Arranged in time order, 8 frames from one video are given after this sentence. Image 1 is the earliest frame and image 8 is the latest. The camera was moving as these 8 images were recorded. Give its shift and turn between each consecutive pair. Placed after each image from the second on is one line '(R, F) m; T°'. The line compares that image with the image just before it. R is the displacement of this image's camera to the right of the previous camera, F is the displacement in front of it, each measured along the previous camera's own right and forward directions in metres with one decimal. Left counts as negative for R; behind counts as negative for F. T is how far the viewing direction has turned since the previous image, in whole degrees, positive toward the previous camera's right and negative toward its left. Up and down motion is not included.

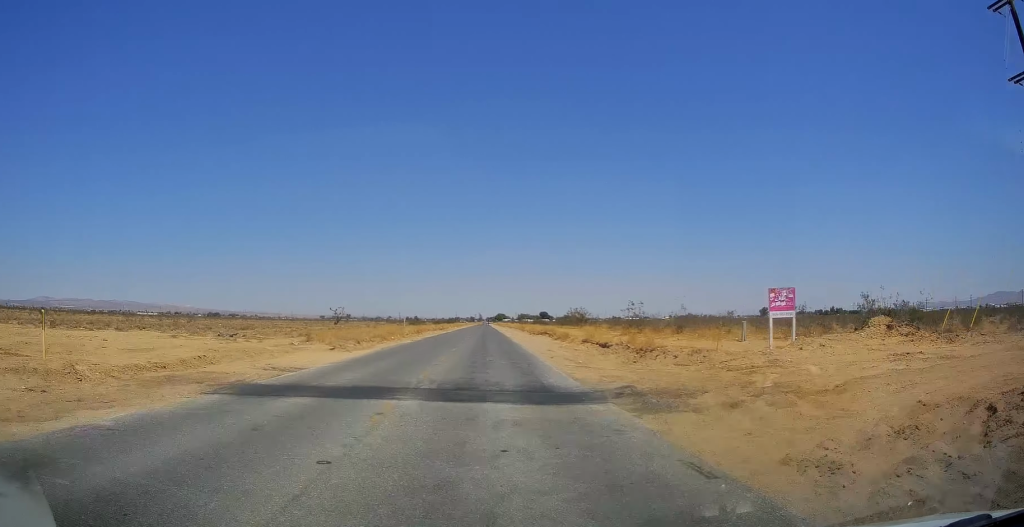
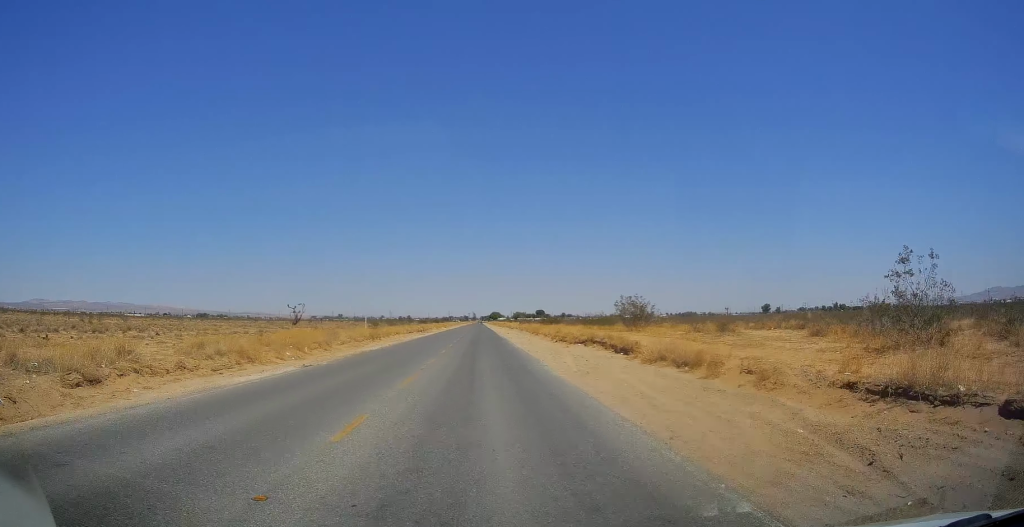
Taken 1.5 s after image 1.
(0.0, +31.0) m; 0°
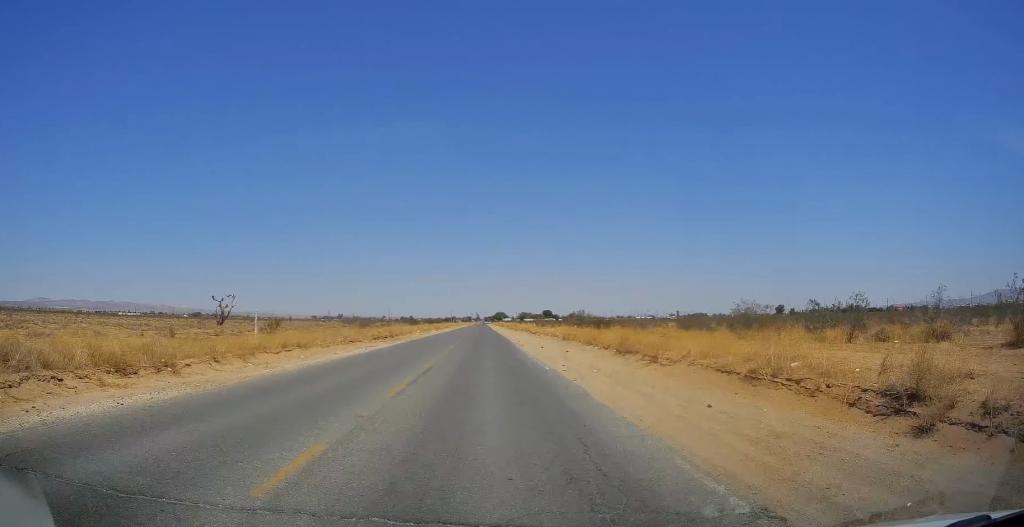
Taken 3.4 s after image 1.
(0.0, +39.3) m; 0°
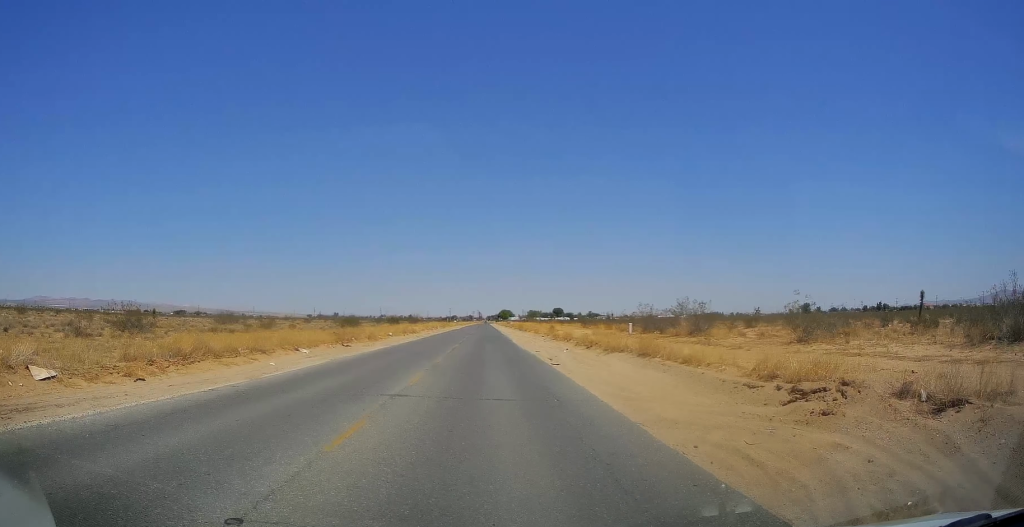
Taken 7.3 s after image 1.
(0.0, +80.2) m; -1°
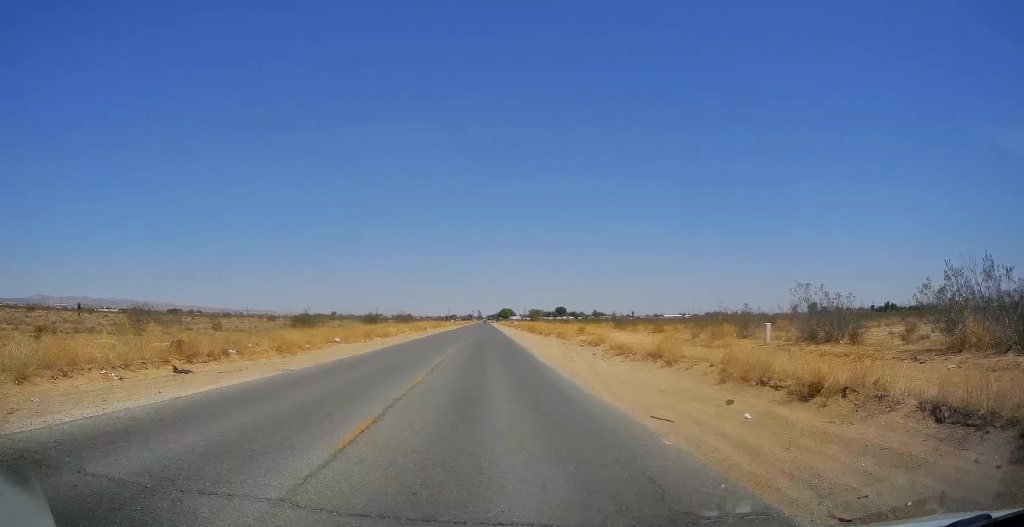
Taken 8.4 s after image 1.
(-0.1, +22.2) m; 0°
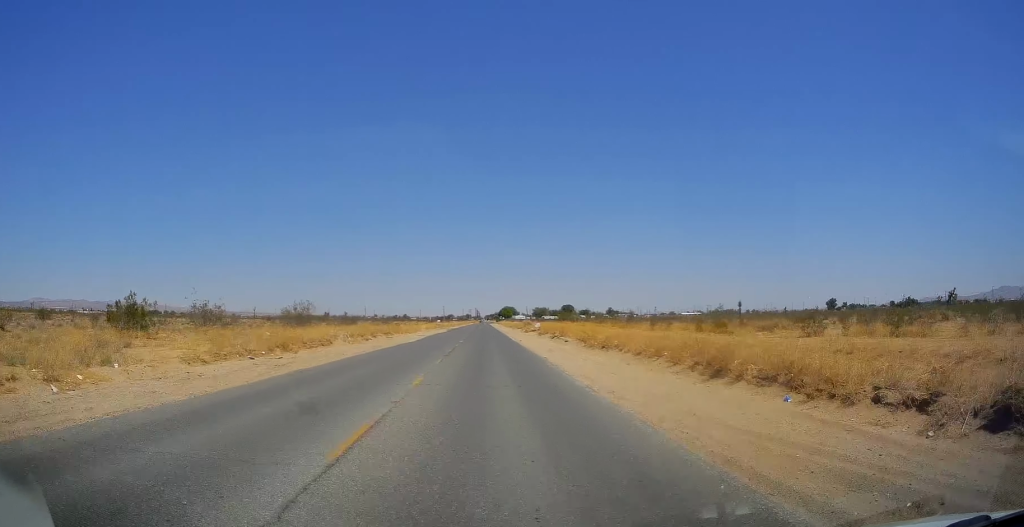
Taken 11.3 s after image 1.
(0.0, +60.3) m; +1°
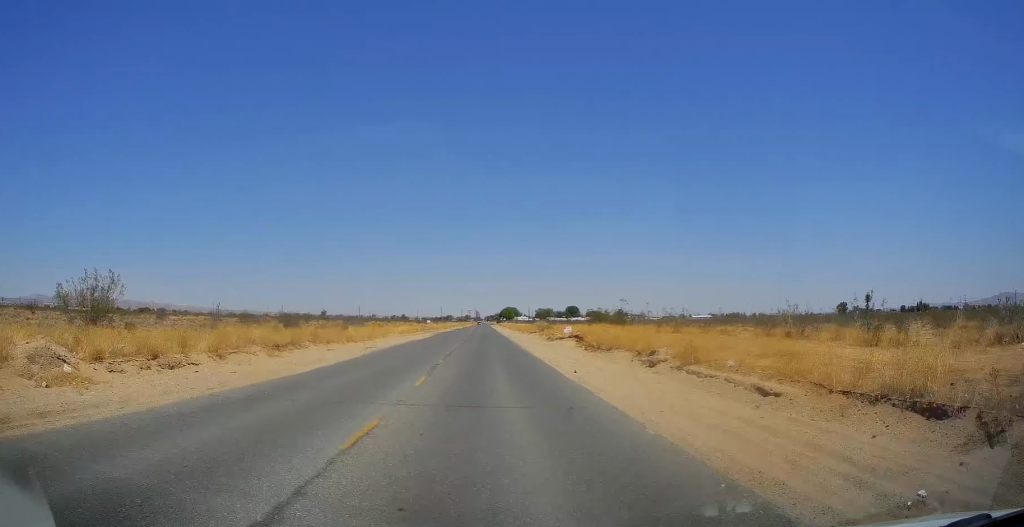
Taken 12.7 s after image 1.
(+0.2, +28.7) m; 0°
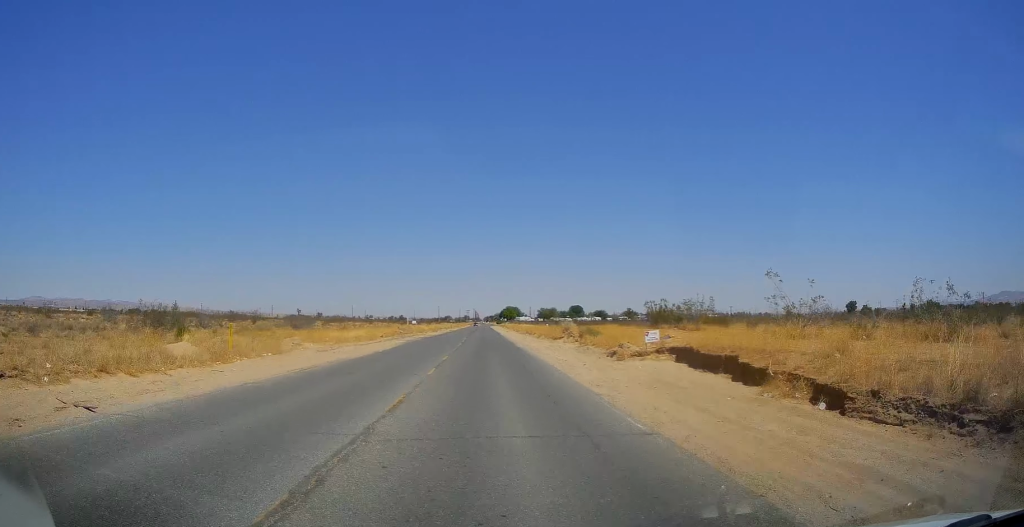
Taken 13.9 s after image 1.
(0.0, +26.7) m; 0°
